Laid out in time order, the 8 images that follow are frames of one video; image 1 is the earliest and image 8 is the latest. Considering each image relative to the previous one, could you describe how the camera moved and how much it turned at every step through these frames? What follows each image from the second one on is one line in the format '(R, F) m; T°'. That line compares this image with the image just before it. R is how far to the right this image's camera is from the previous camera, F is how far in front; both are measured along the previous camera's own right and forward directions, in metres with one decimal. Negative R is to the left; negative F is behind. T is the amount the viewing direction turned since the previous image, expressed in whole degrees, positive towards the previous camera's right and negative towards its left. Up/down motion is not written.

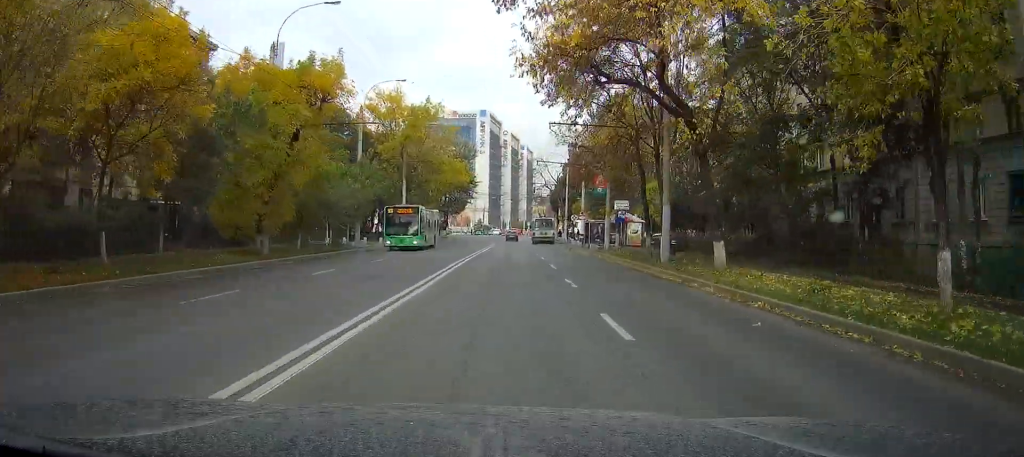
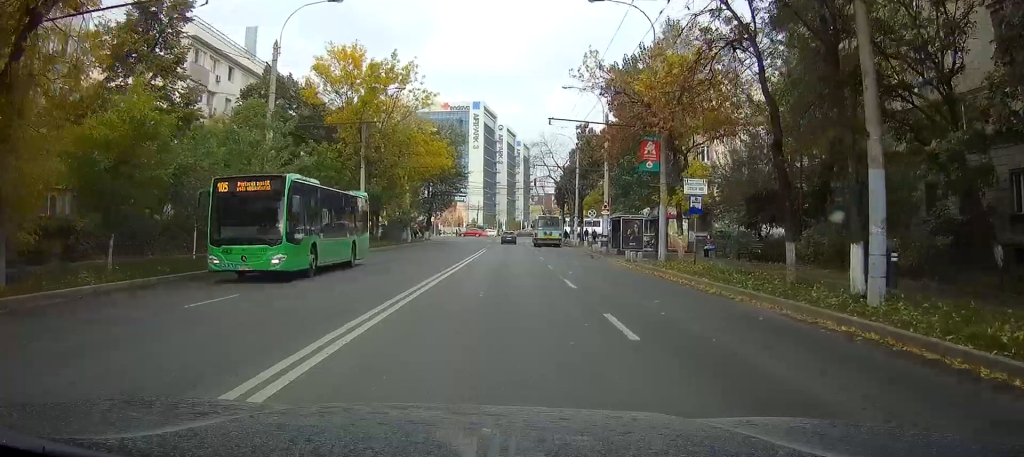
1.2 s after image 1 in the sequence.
(+0.1, +18.5) m; +1°
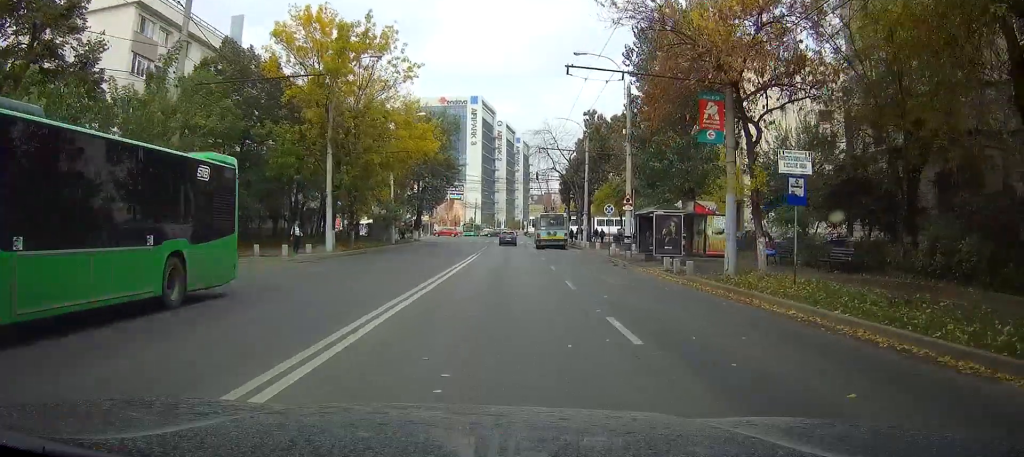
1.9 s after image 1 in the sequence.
(0.0, +9.5) m; 0°
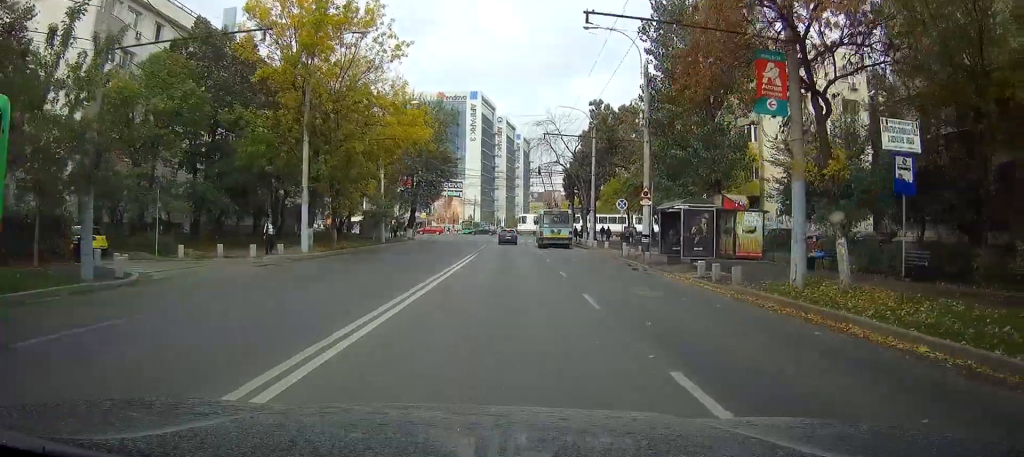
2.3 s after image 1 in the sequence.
(0.0, +5.3) m; 0°
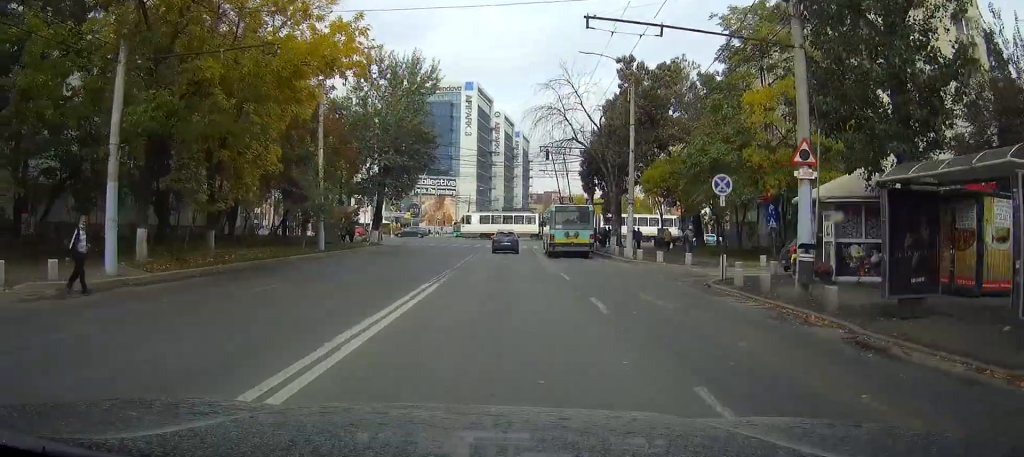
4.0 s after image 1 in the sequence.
(0.0, +19.6) m; 0°
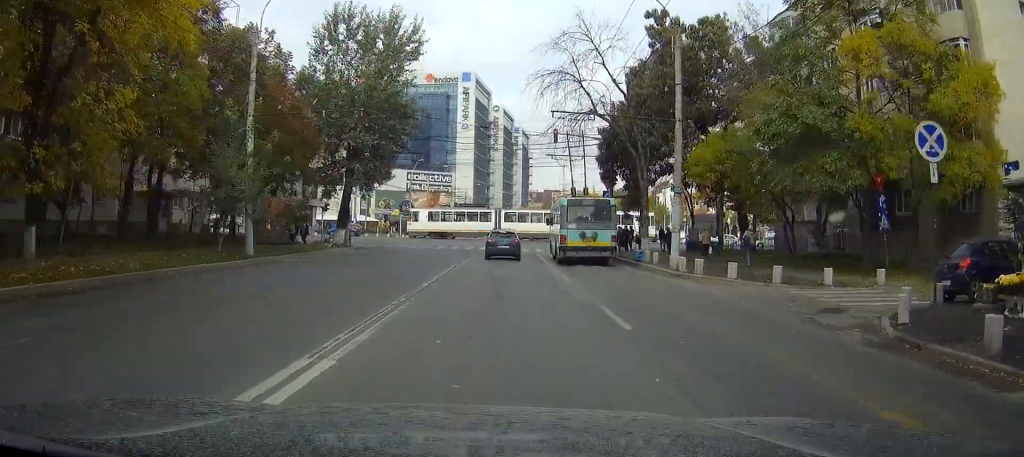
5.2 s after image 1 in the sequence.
(-0.1, +12.0) m; 0°
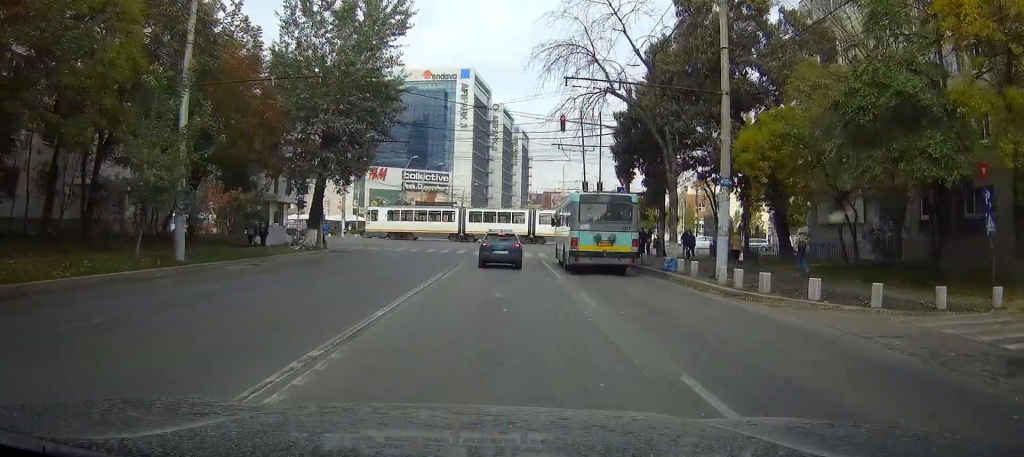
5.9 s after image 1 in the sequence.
(0.0, +6.7) m; -1°
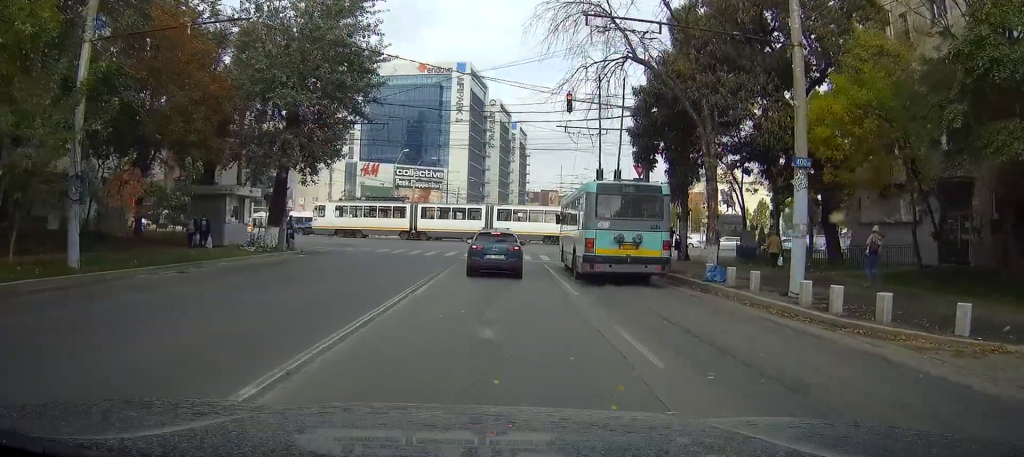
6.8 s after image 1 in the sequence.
(-0.1, +6.6) m; -1°
